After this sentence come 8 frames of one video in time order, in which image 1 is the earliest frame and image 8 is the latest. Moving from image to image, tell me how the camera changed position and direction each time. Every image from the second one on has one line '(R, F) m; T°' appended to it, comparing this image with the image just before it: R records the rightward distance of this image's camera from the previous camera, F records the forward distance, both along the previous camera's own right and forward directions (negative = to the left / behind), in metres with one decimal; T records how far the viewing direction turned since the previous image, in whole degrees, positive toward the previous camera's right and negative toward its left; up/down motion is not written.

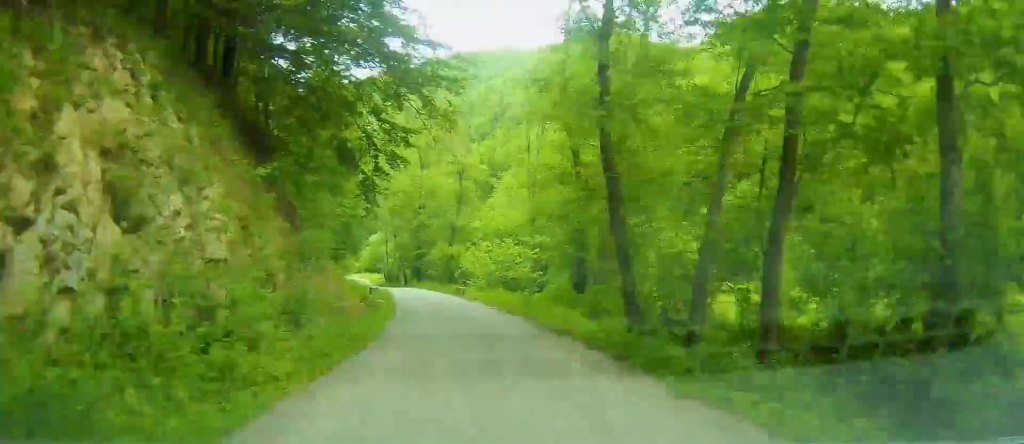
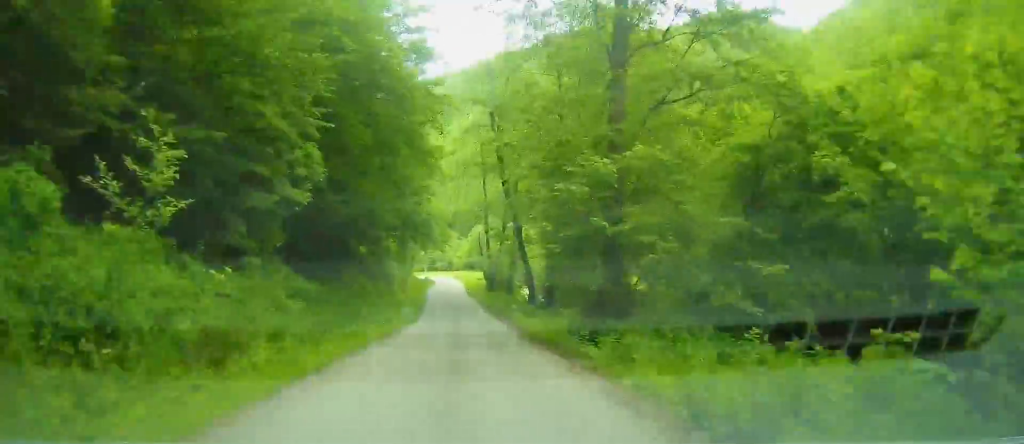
(-1.3, +55.1) m; -3°
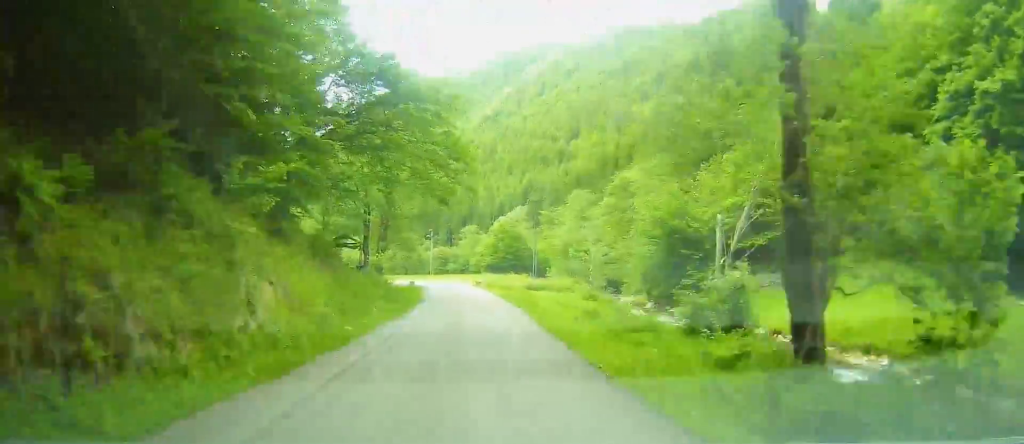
(-1.3, +57.3) m; -5°
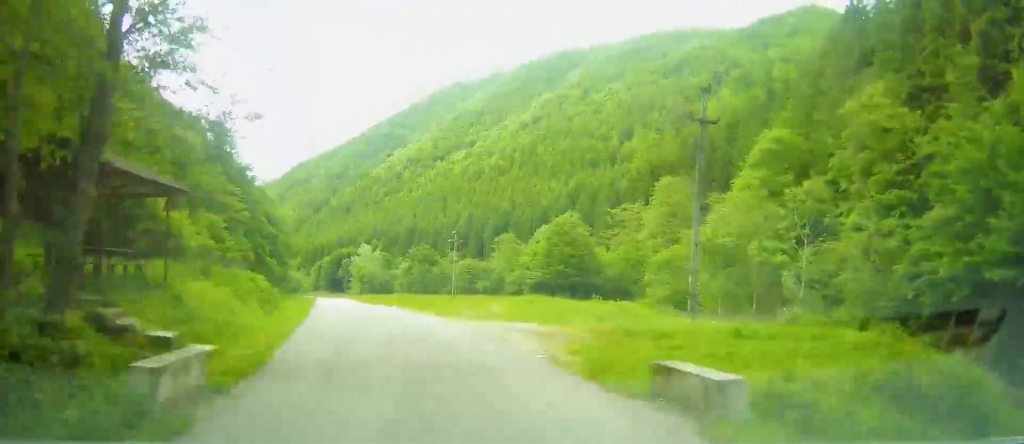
(-0.8, +40.7) m; -5°
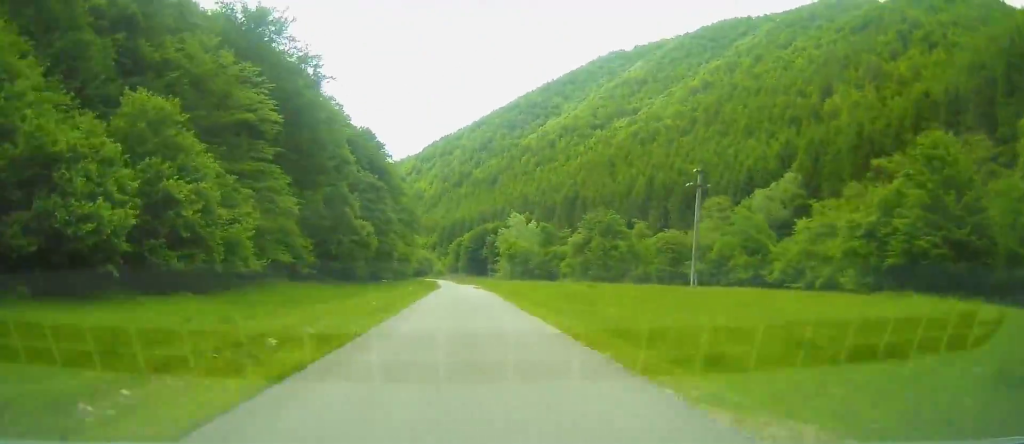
(-4.5, +51.7) m; -5°
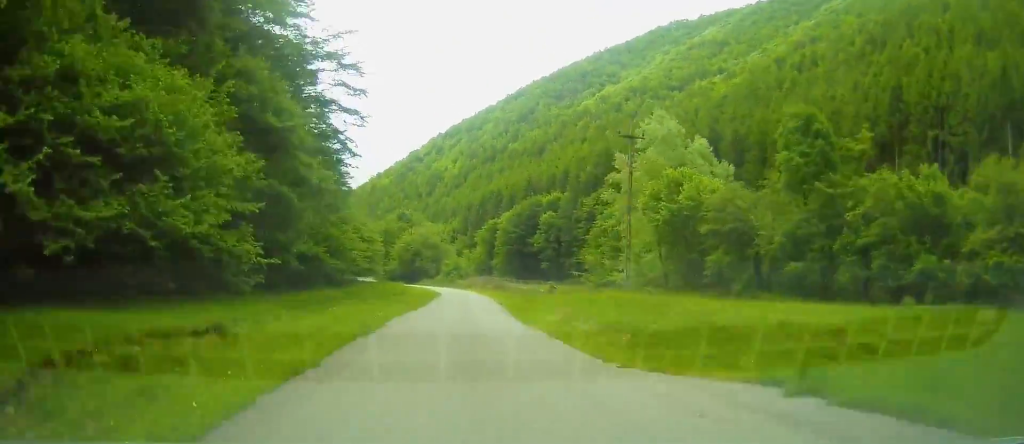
(-1.5, +101.4) m; -6°
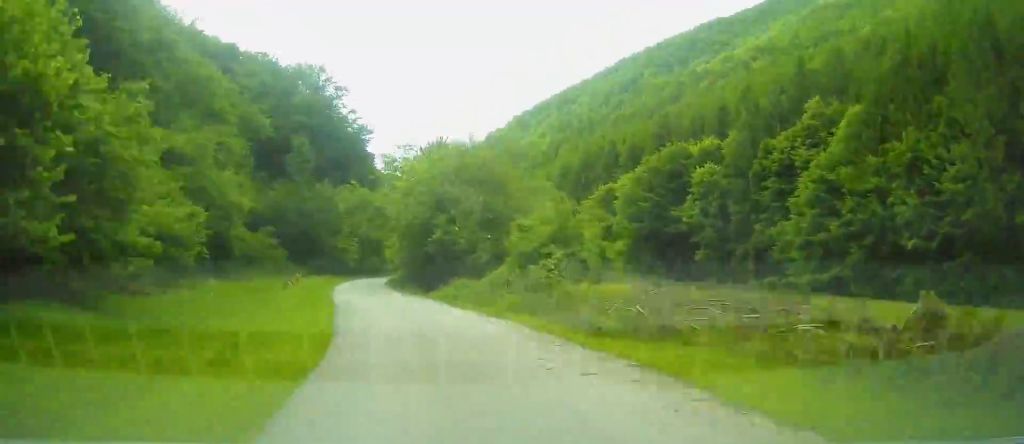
(-5.2, +60.1) m; -6°
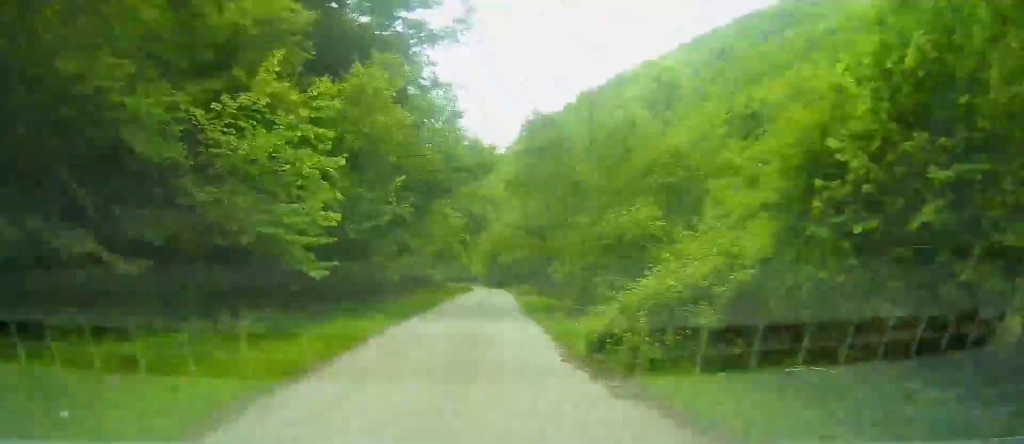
(-0.2, +61.0) m; -1°
